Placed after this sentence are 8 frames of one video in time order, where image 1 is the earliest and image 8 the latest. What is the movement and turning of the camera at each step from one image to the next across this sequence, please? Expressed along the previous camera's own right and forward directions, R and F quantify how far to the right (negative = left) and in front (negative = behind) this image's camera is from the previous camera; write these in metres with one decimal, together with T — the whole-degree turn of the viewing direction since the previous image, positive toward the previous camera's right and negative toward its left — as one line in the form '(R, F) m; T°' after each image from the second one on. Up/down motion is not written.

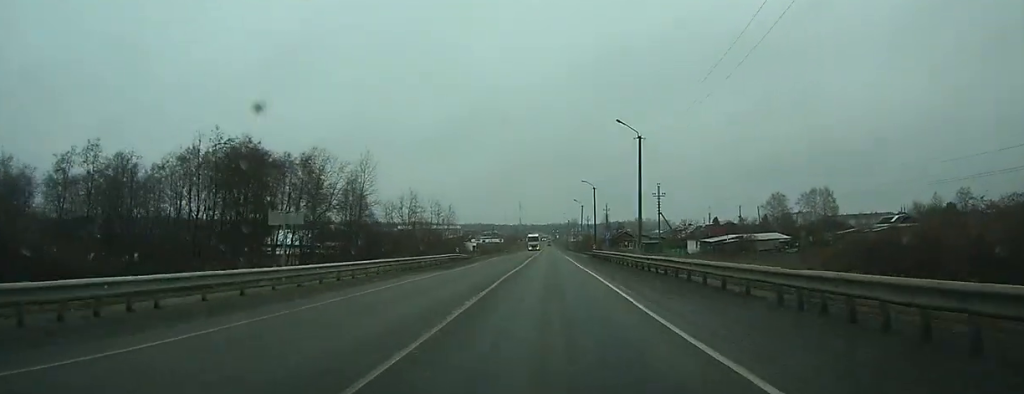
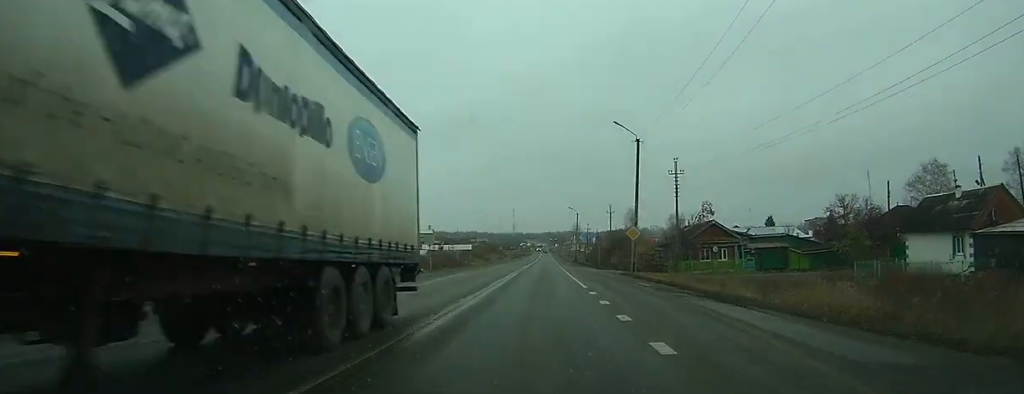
(+0.5, +77.4) m; 0°
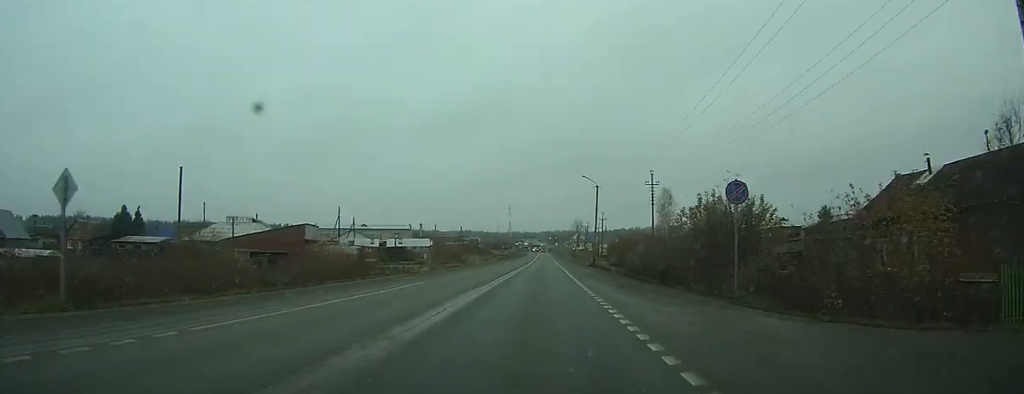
(0.0, +45.8) m; 0°
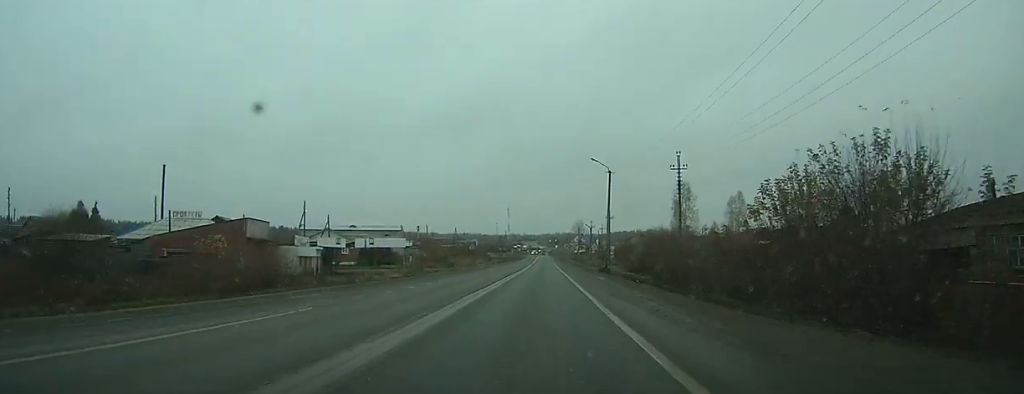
(0.0, +14.0) m; 0°
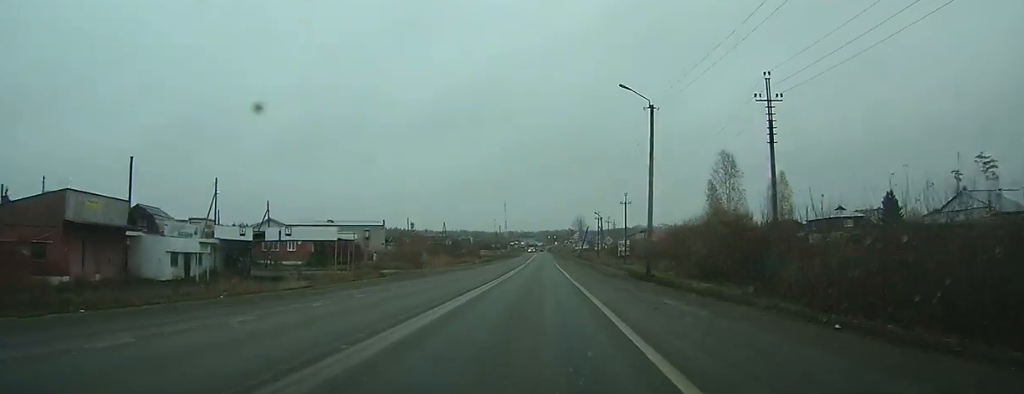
(0.0, +23.3) m; 0°
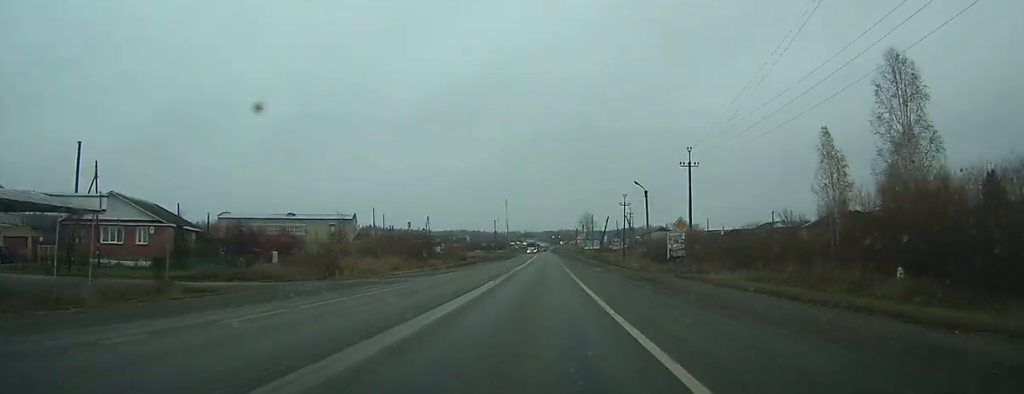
(+0.1, +35.8) m; 0°
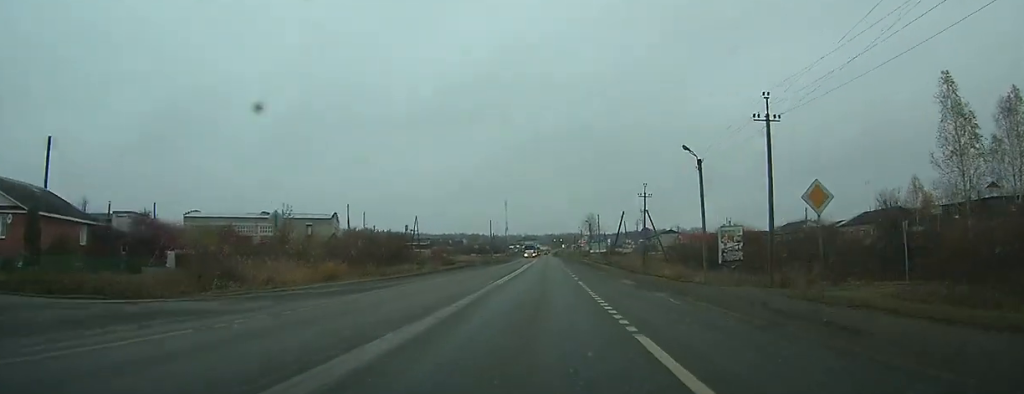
(0.0, +17.2) m; 0°
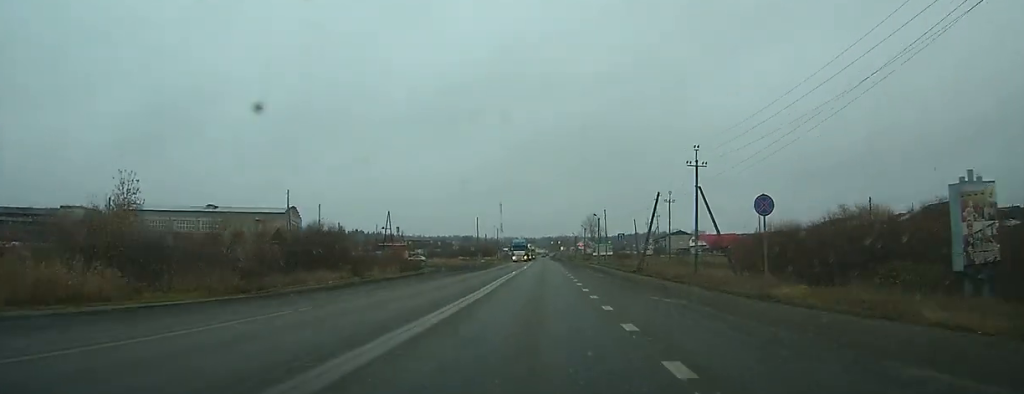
(0.0, +25.2) m; 0°
